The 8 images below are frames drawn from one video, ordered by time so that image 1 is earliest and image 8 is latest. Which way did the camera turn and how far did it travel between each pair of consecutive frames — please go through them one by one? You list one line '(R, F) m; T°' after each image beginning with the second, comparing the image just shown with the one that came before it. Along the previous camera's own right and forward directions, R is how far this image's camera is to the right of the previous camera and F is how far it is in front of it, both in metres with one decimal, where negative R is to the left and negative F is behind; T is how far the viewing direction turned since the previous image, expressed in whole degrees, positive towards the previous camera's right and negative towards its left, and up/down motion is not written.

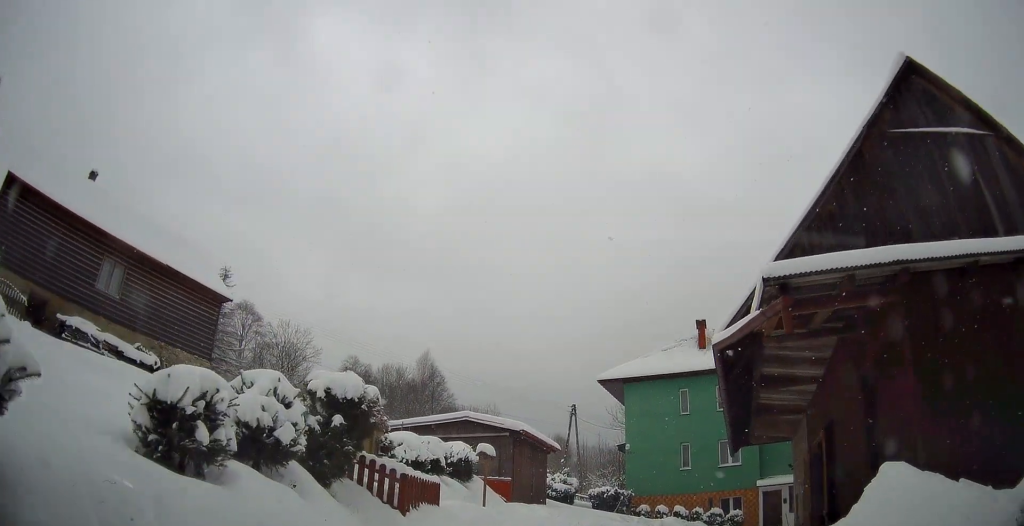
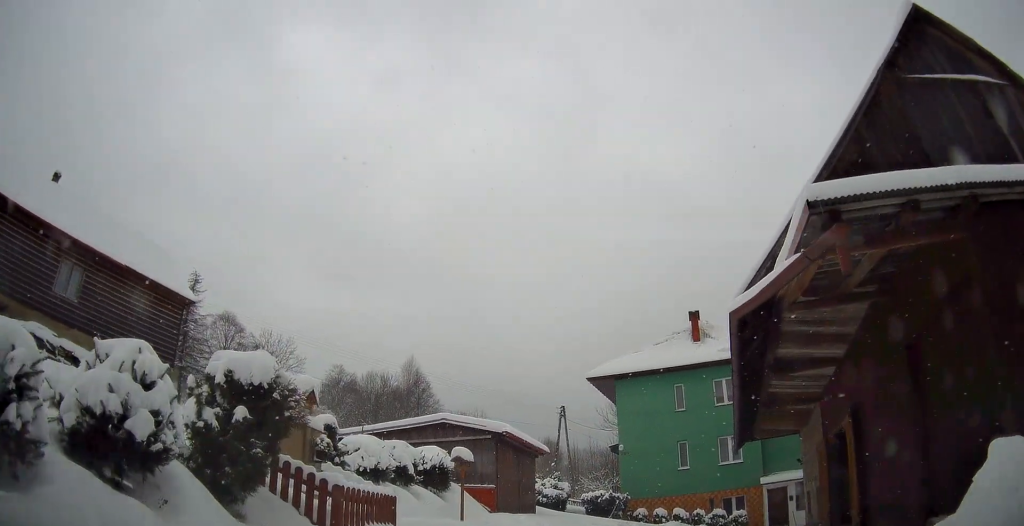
(0.0, +1.8) m; 0°
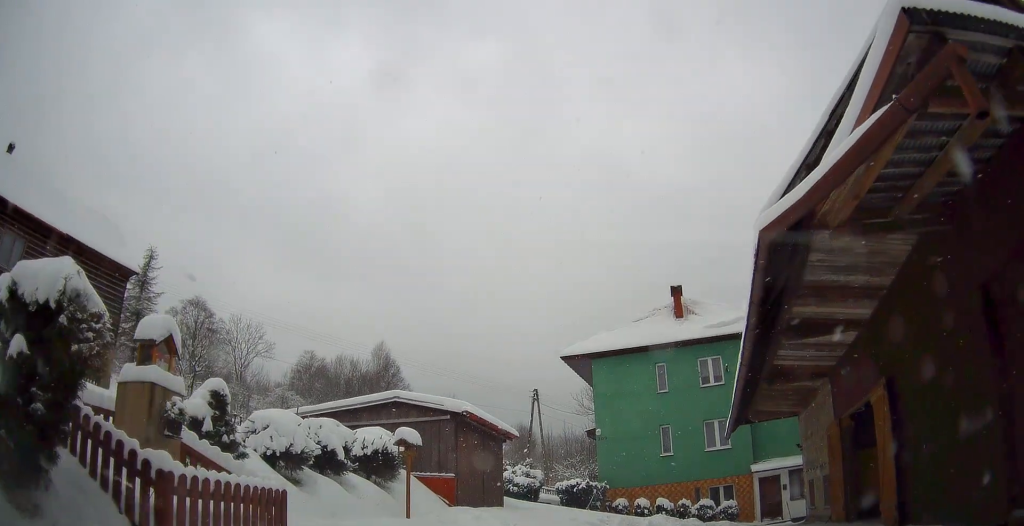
(0.0, +2.2) m; +4°
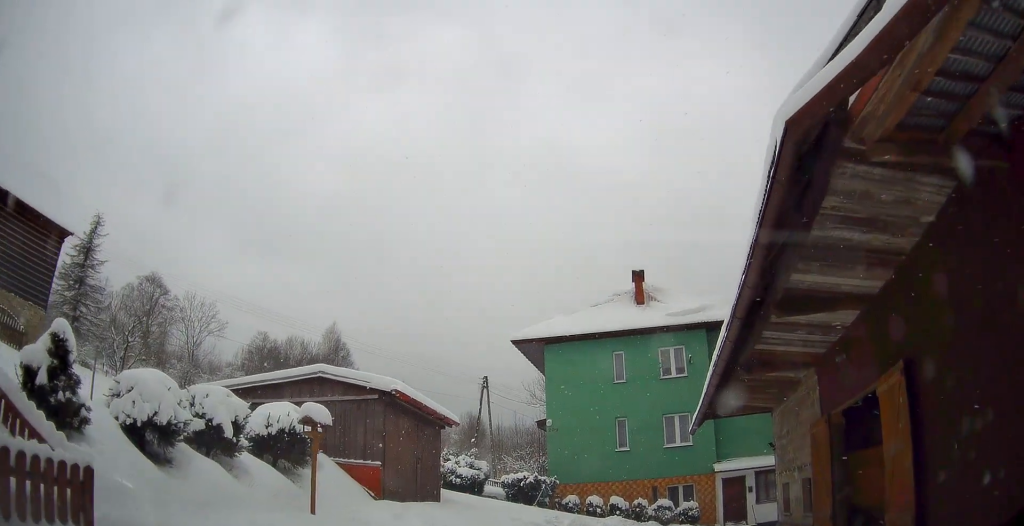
(0.0, +1.9) m; +4°
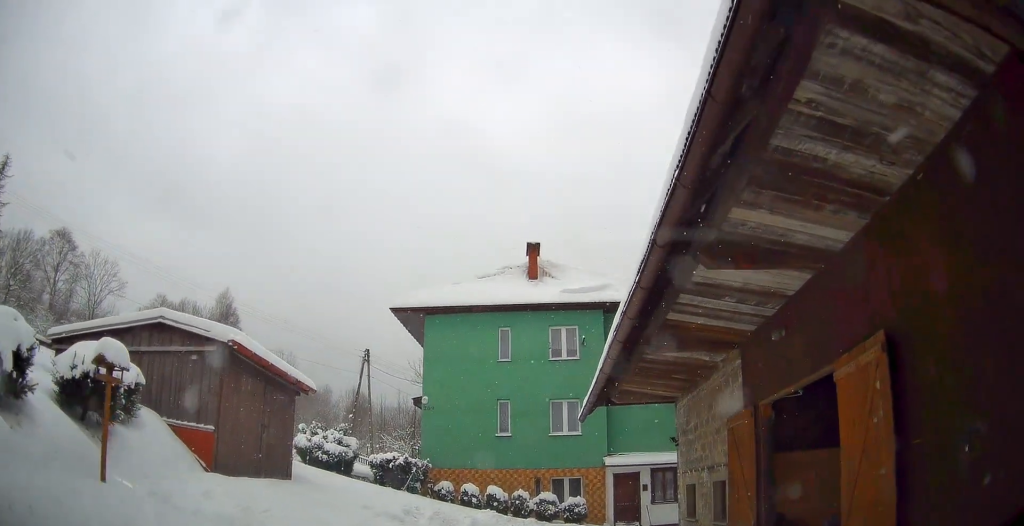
(+0.2, +2.3) m; +6°
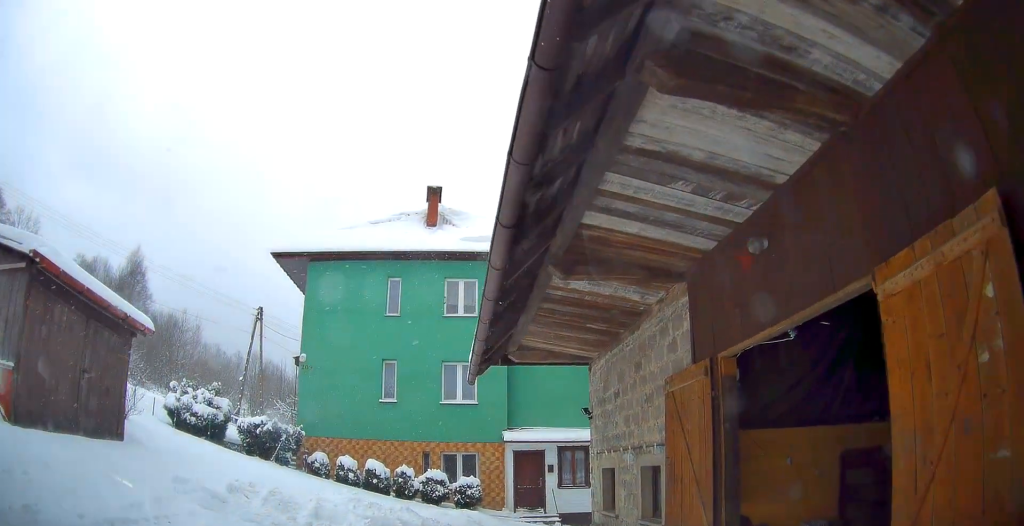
(0.0, +3.3) m; -1°
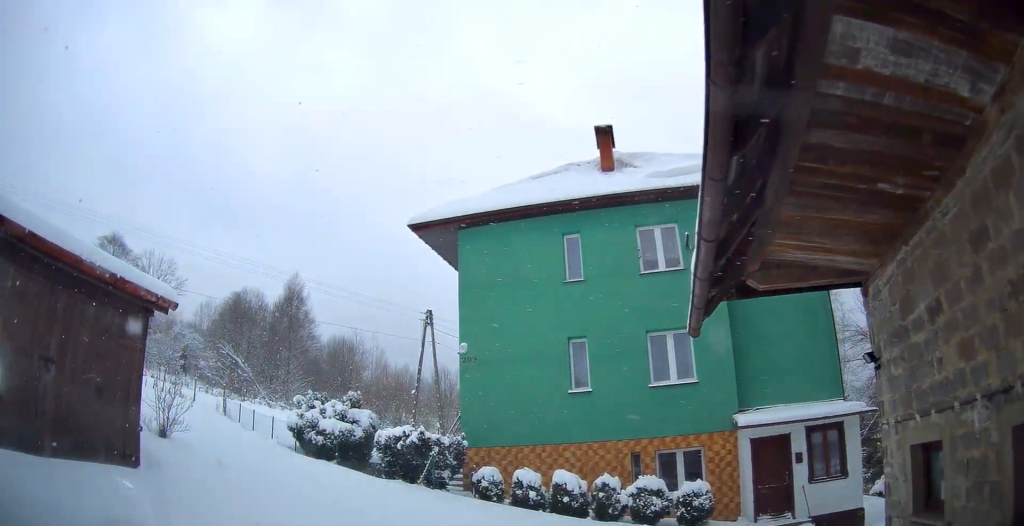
(-0.1, +5.0) m; -16°
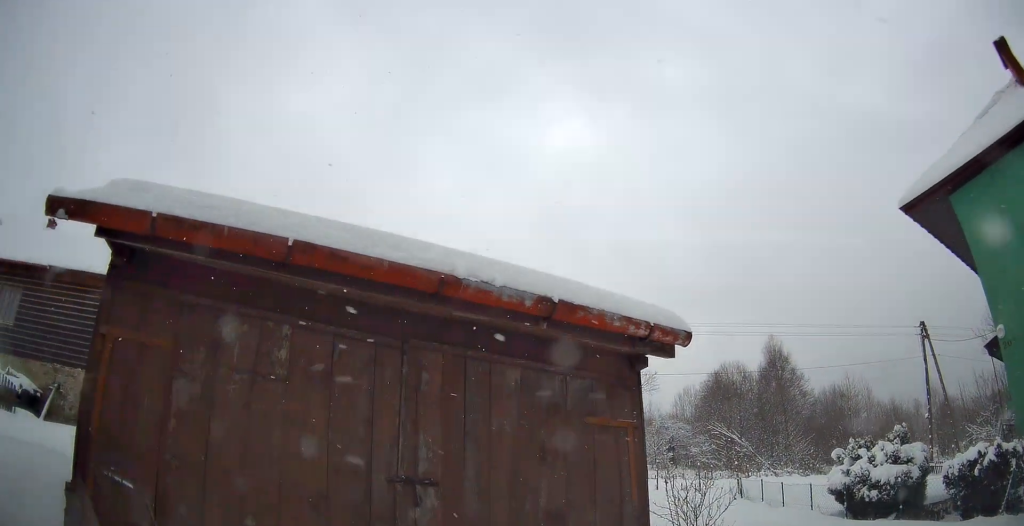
(-1.7, +2.8) m; -42°
